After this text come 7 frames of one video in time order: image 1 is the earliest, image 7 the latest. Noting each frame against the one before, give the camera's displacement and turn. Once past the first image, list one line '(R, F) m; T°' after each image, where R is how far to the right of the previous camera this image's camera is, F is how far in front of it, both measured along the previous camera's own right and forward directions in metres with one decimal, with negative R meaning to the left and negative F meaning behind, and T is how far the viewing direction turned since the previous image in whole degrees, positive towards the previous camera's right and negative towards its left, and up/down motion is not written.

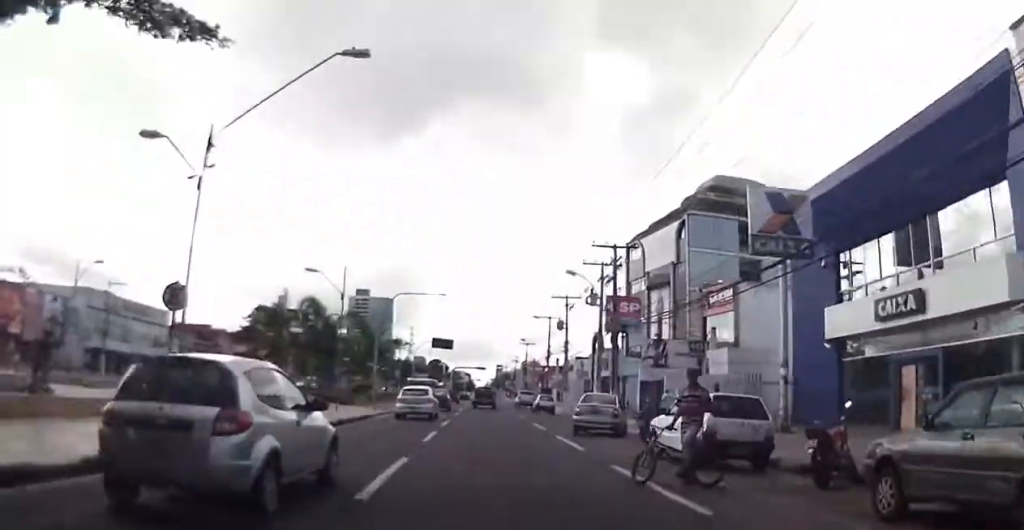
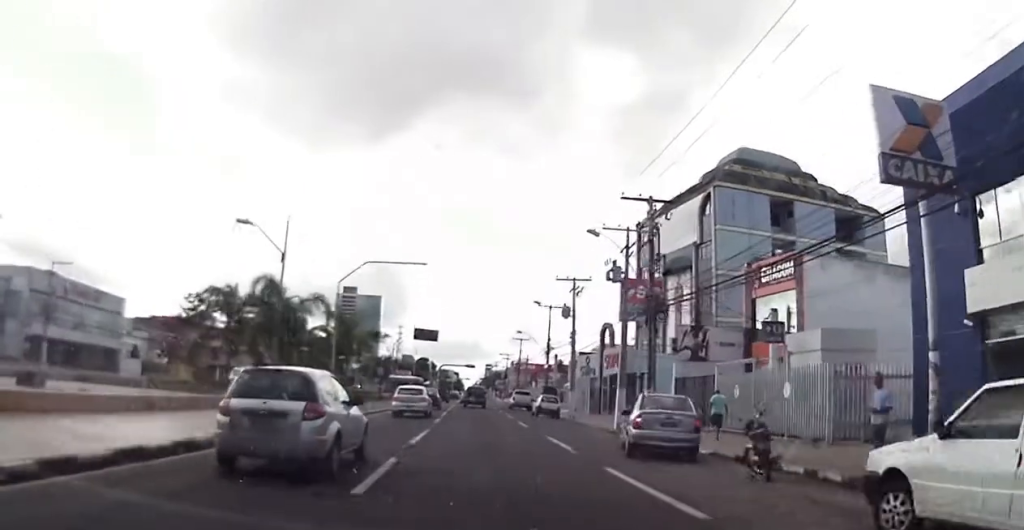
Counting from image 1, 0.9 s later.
(0.0, +9.4) m; +1°
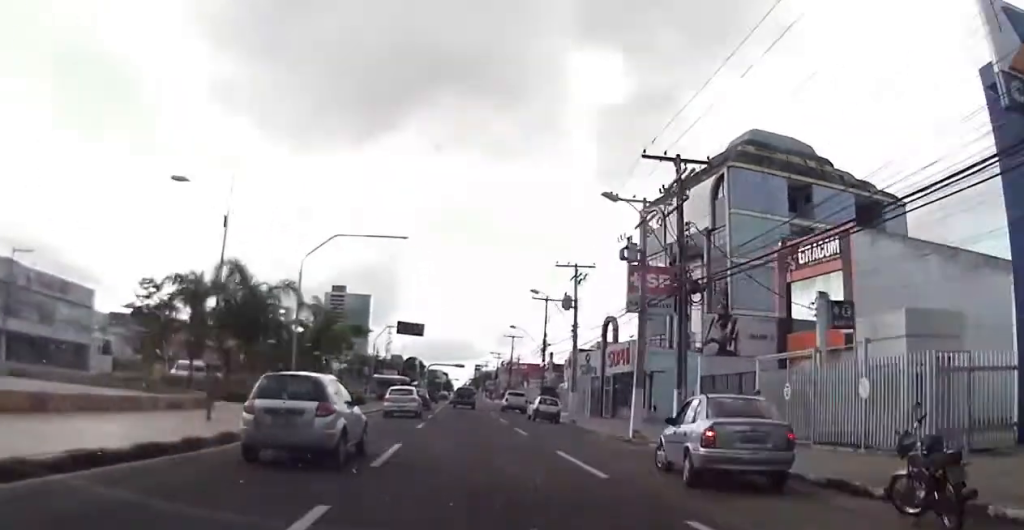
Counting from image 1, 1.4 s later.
(-0.1, +5.2) m; +1°
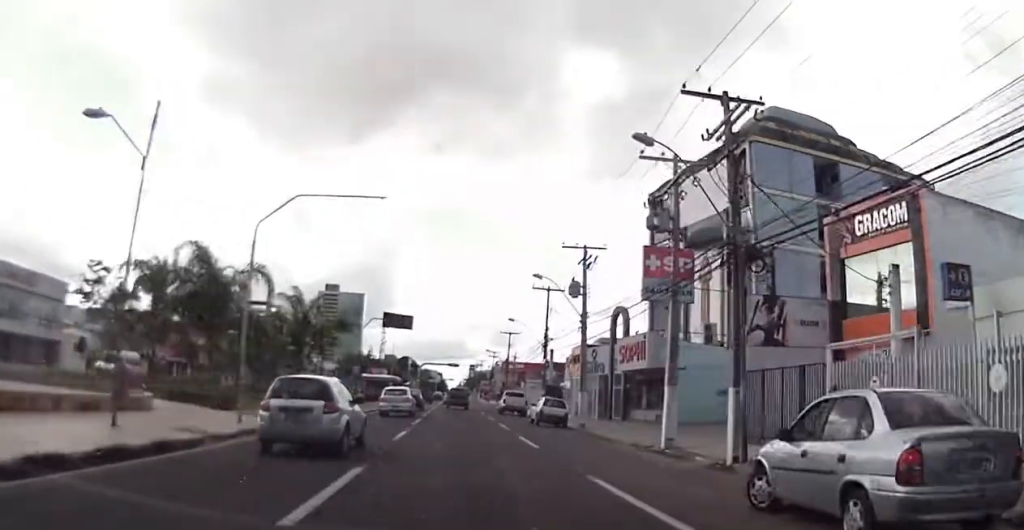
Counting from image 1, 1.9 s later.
(+0.2, +5.1) m; 0°
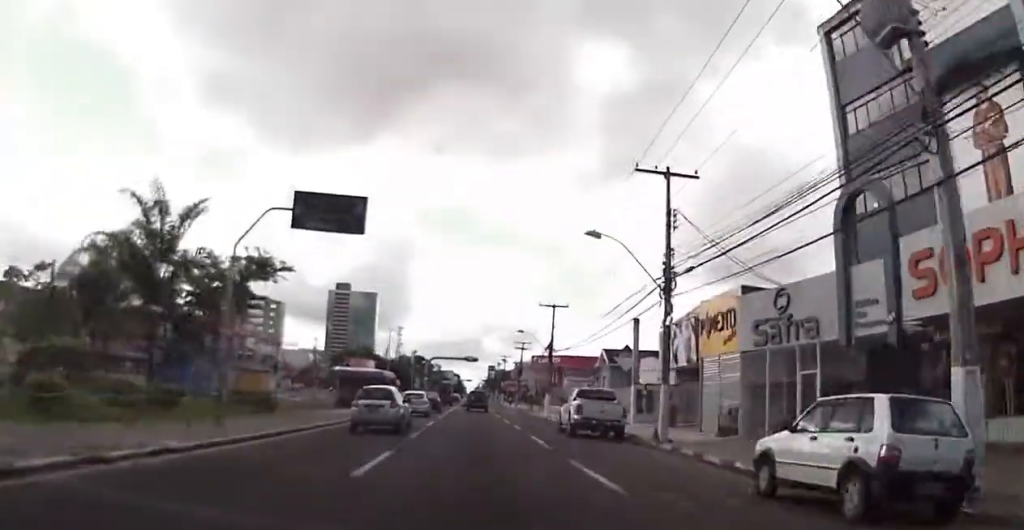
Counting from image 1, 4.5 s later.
(+0.3, +26.9) m; 0°
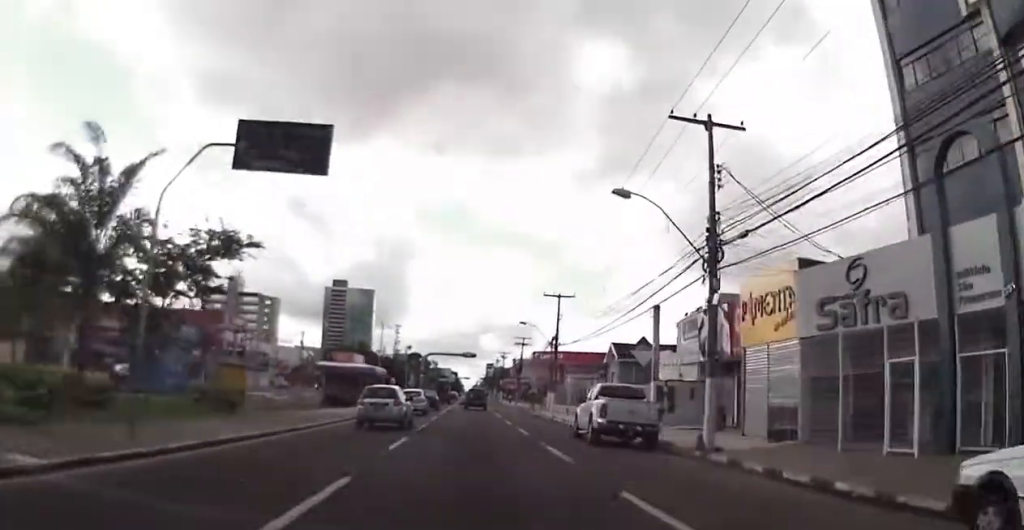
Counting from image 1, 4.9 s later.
(-0.2, +4.6) m; -1°
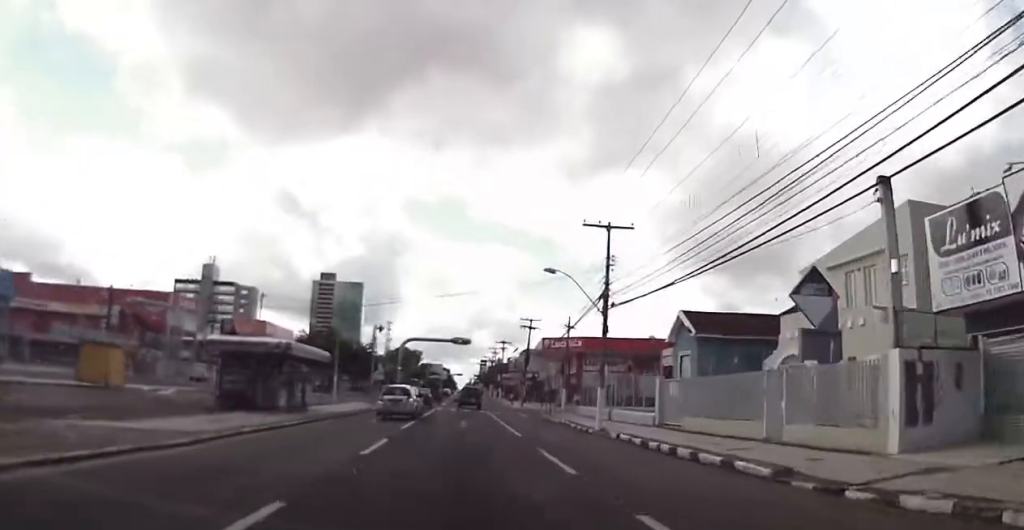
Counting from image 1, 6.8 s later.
(-0.3, +20.7) m; +1°
